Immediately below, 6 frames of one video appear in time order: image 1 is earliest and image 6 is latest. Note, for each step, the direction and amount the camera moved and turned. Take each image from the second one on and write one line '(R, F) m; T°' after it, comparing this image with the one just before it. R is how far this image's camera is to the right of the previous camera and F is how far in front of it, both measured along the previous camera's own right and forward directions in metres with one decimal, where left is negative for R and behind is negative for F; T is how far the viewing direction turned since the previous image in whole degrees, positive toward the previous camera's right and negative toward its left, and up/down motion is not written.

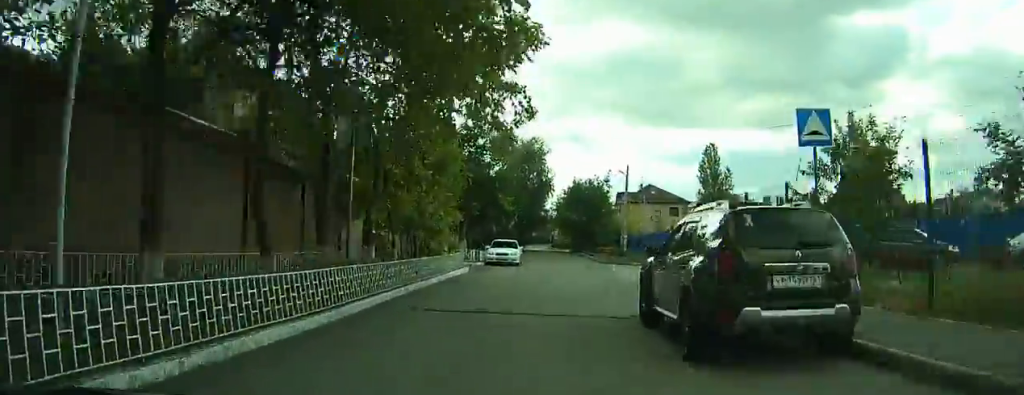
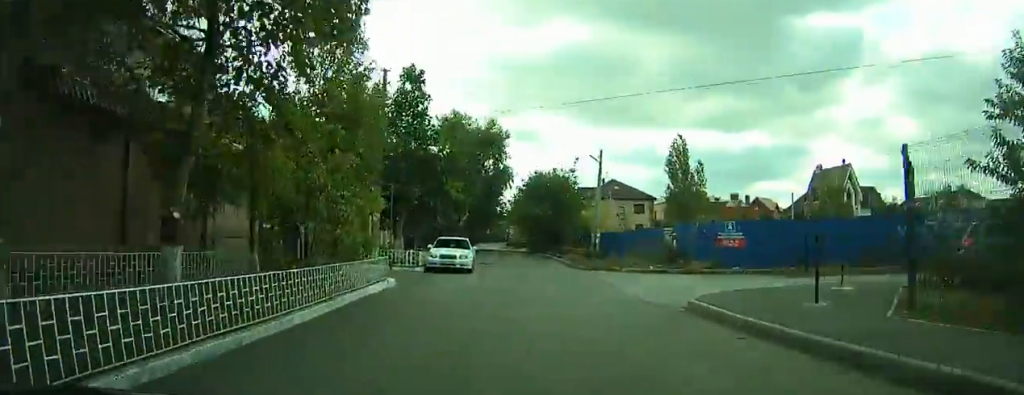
(-0.2, +9.0) m; -2°
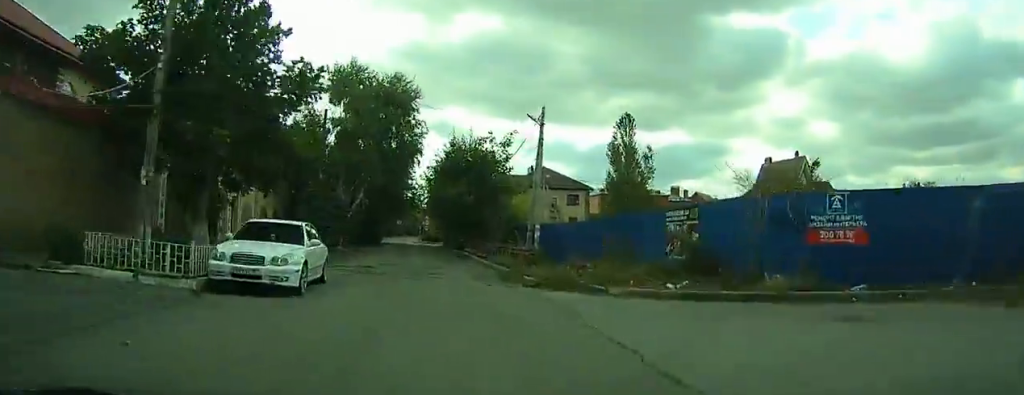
(-0.3, +16.8) m; -4°
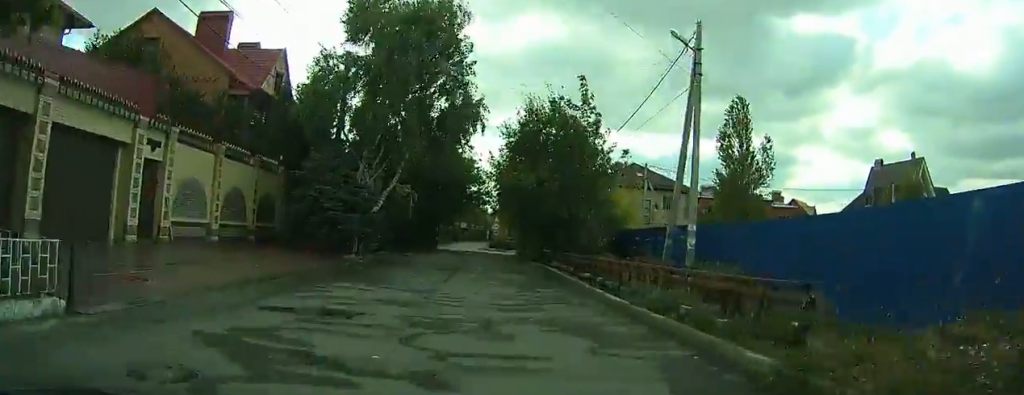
(+1.1, +17.8) m; +15°
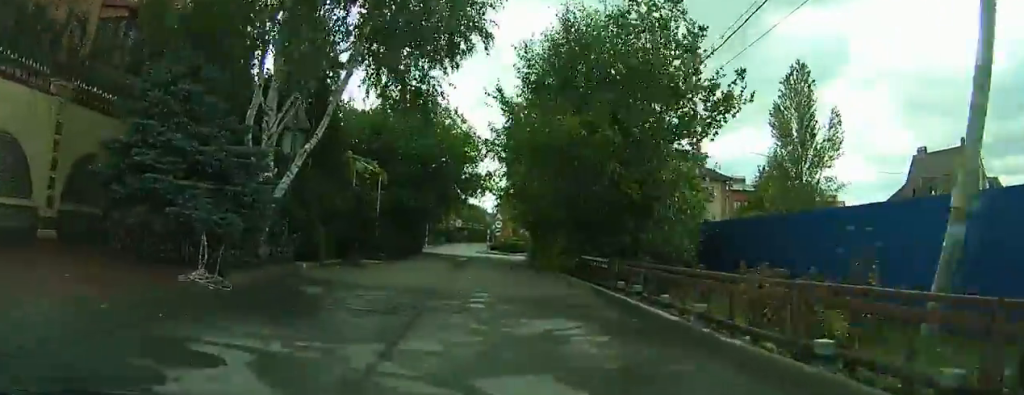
(+1.2, +7.5) m; +2°
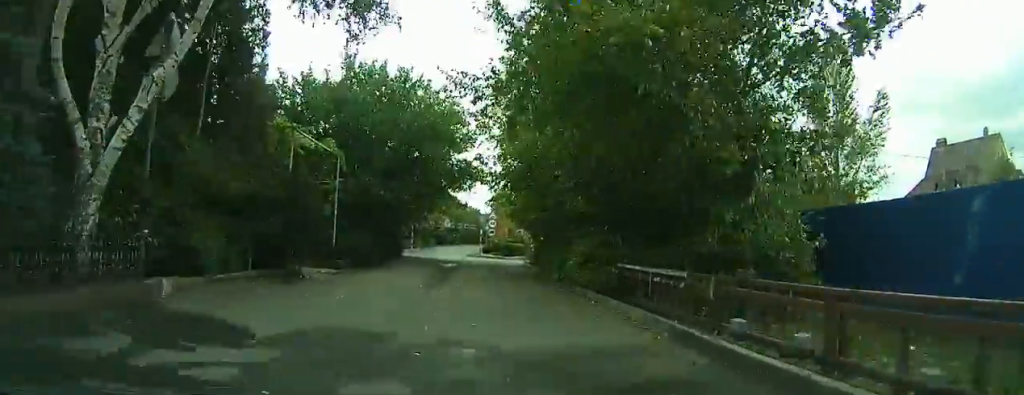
(-0.6, +5.2) m; -4°
